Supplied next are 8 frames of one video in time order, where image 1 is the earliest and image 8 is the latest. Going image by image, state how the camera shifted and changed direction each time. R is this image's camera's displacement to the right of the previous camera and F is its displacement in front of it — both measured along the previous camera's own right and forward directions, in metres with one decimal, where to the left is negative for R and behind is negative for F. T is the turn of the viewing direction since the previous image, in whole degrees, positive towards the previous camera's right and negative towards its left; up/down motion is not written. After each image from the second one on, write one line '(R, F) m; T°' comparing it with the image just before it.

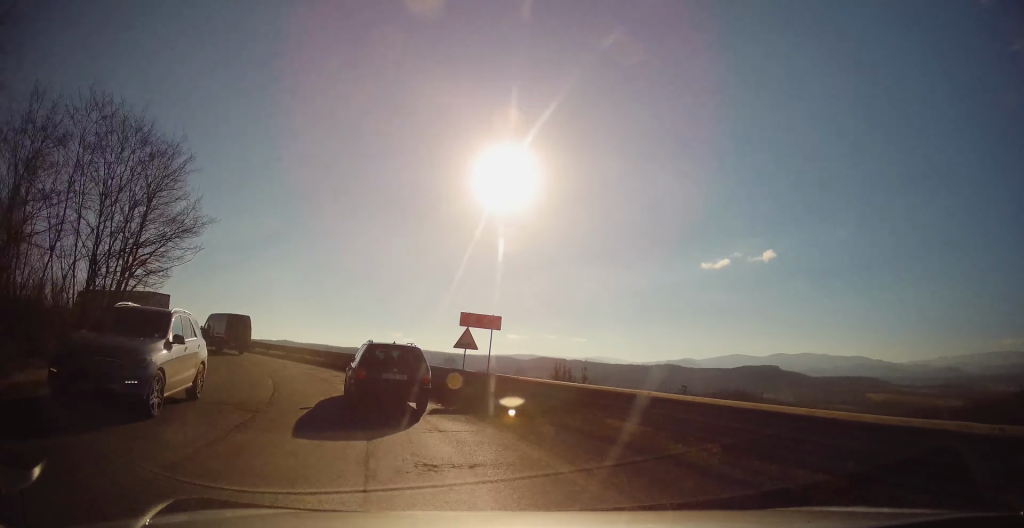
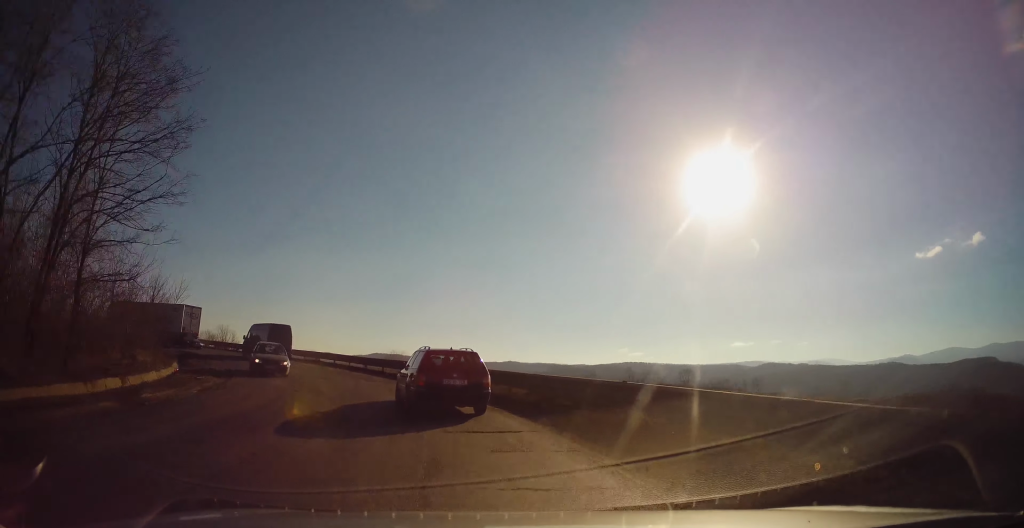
(-2.0, +17.5) m; -19°
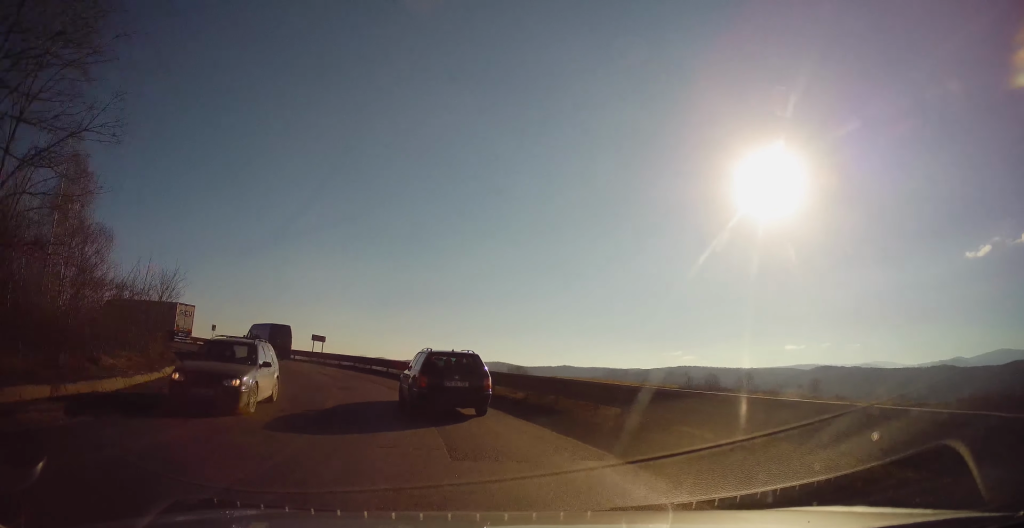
(-0.5, +5.6) m; -8°
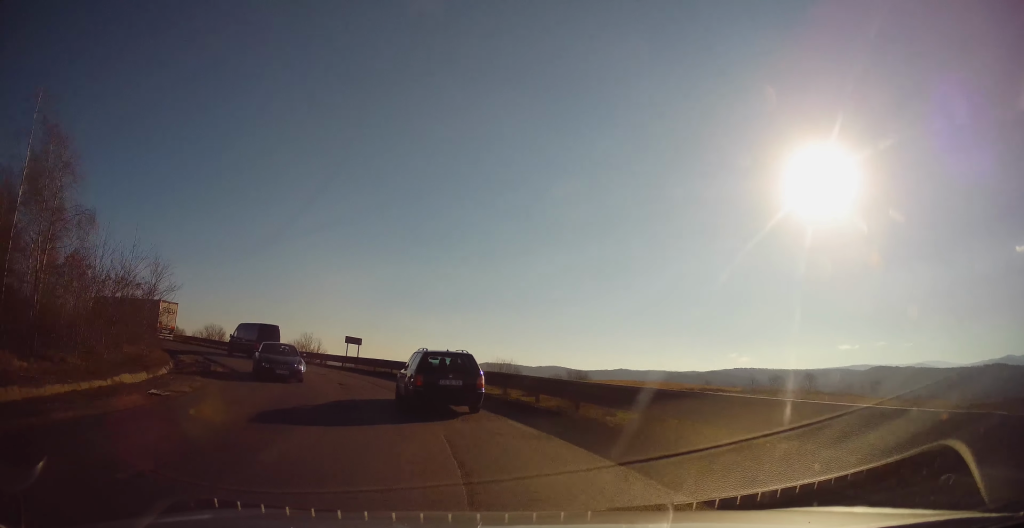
(-0.5, +6.6) m; -6°
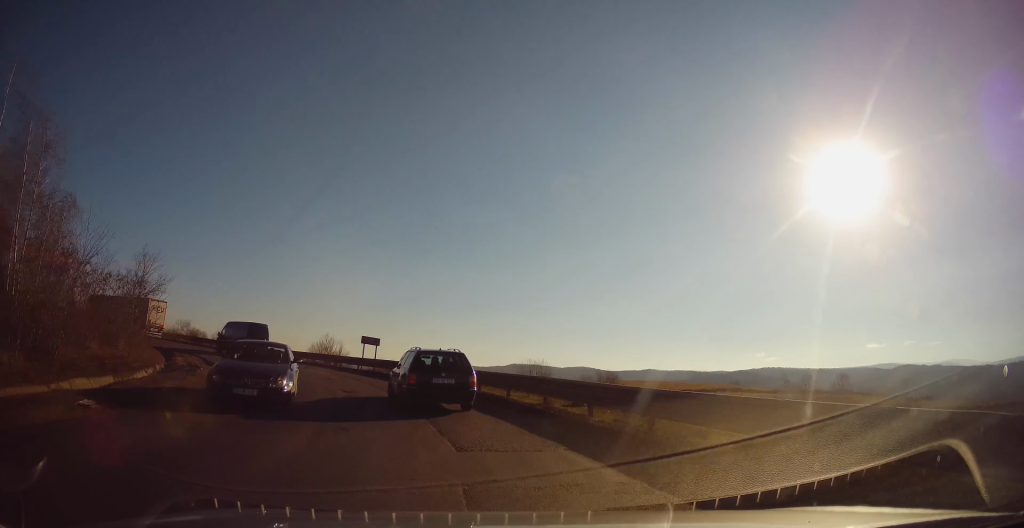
(0.0, +3.7) m; -3°
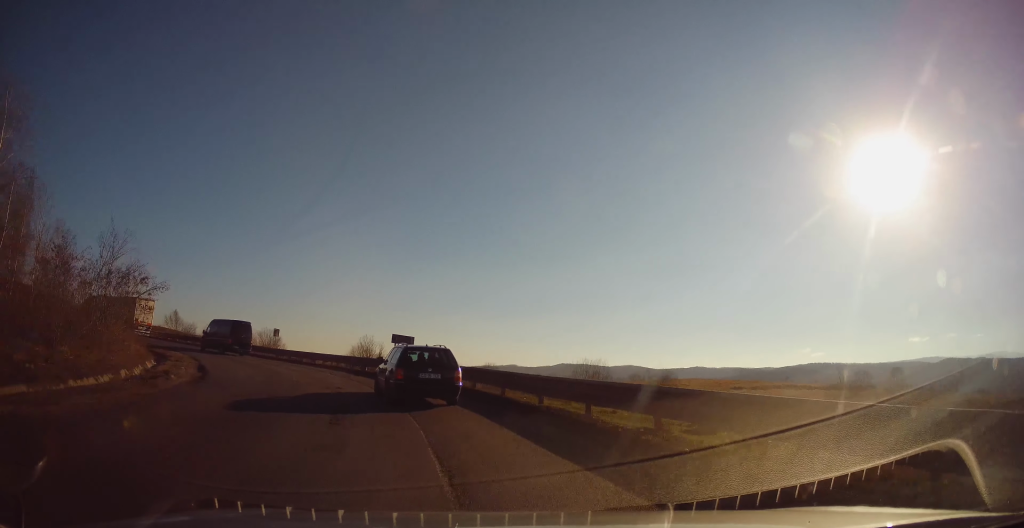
(-0.3, +6.0) m; -5°
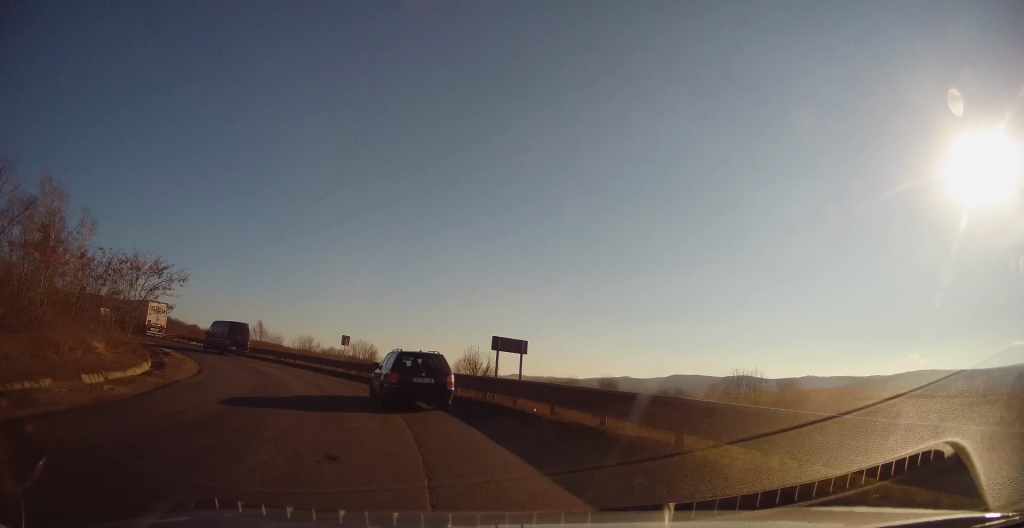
(-0.7, +10.6) m; -10°
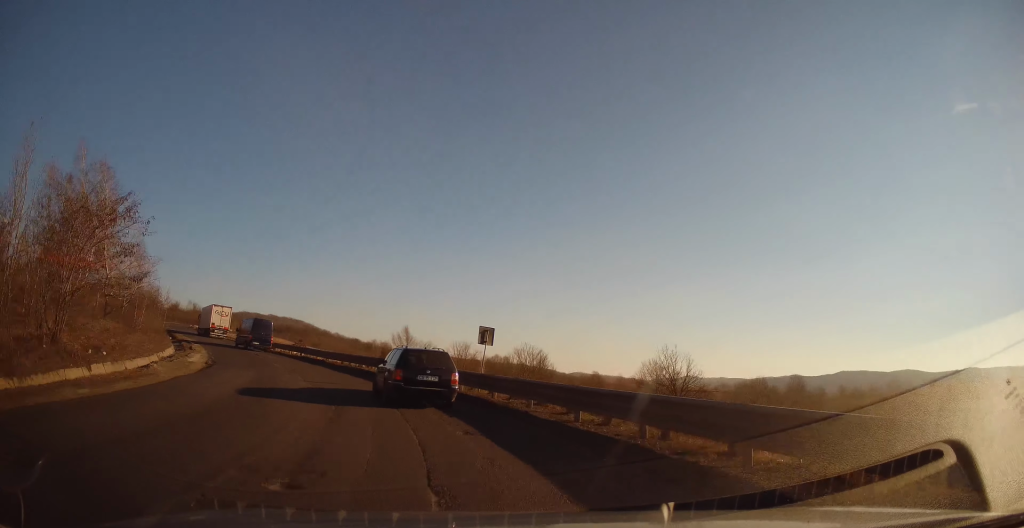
(-2.8, +16.1) m; -19°
